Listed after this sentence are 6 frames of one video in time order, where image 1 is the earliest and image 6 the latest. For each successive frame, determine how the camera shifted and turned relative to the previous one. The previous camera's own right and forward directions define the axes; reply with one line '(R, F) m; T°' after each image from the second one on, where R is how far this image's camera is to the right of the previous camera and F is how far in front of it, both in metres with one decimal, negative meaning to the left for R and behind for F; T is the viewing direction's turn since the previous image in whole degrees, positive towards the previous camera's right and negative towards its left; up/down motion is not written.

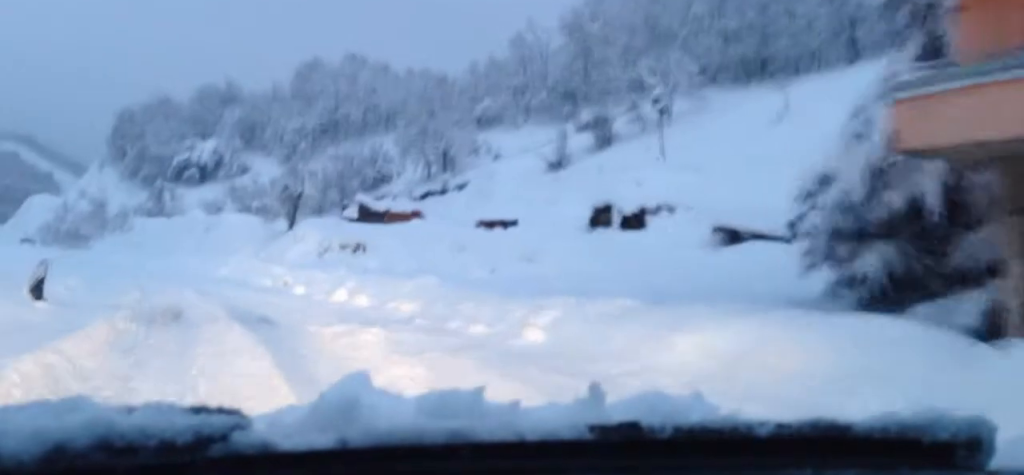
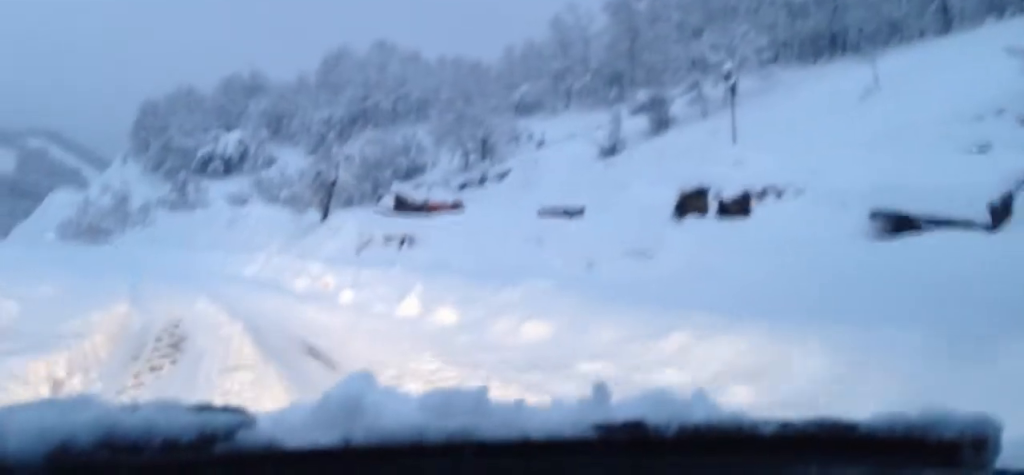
(0.0, +7.4) m; -1°
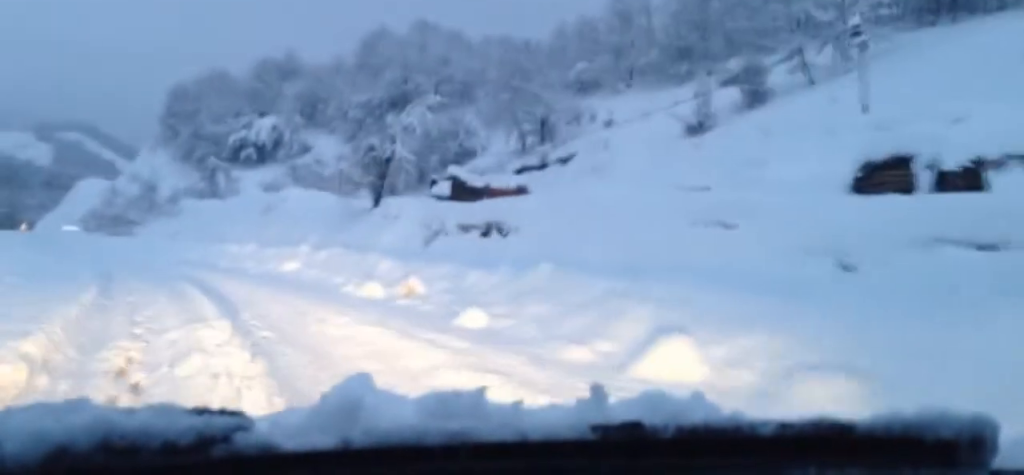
(-0.2, +10.4) m; -2°
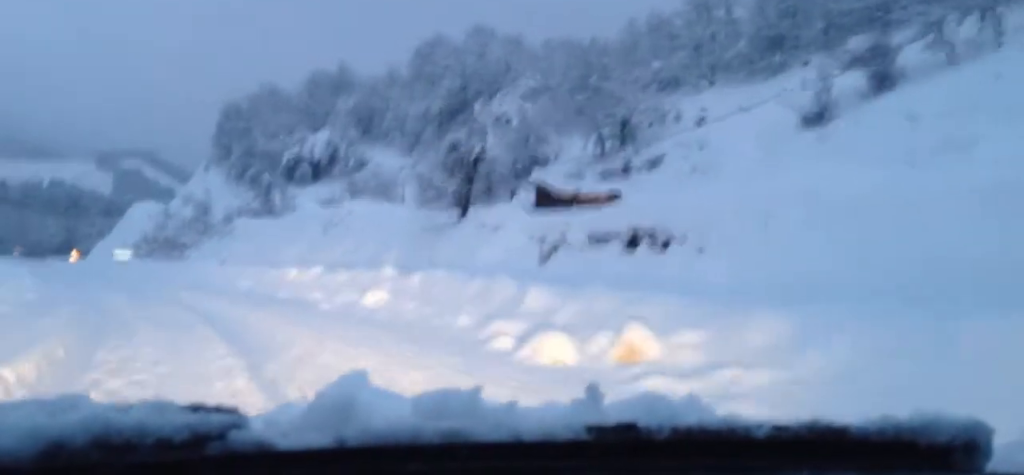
(-0.1, +8.6) m; -4°
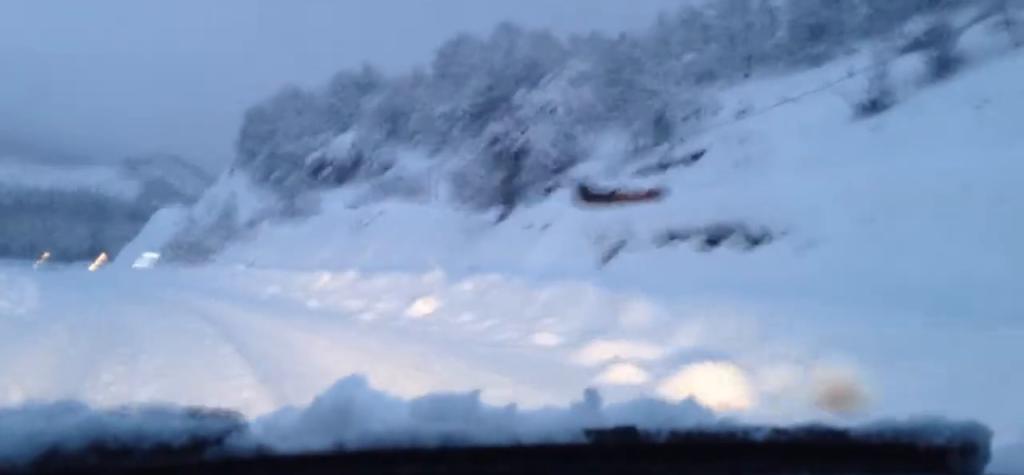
(-0.2, +3.1) m; -1°
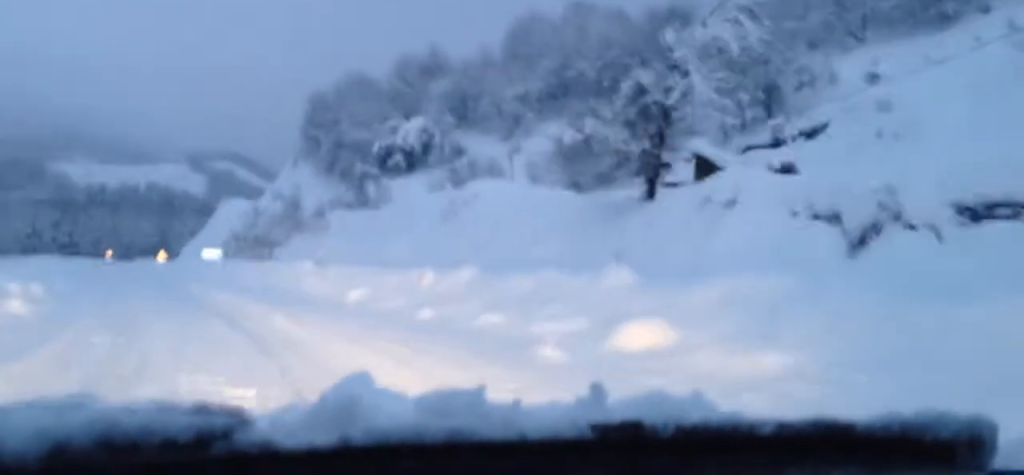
(-0.1, +7.9) m; -1°
